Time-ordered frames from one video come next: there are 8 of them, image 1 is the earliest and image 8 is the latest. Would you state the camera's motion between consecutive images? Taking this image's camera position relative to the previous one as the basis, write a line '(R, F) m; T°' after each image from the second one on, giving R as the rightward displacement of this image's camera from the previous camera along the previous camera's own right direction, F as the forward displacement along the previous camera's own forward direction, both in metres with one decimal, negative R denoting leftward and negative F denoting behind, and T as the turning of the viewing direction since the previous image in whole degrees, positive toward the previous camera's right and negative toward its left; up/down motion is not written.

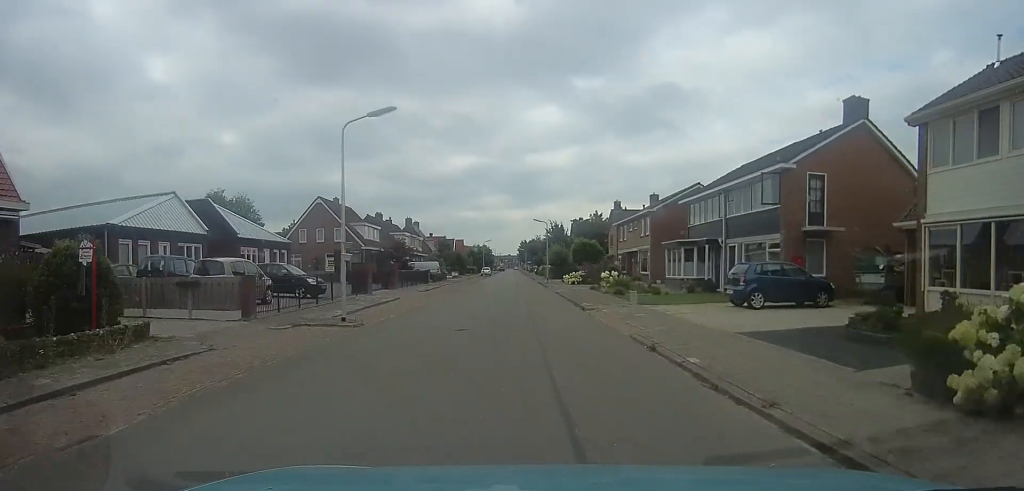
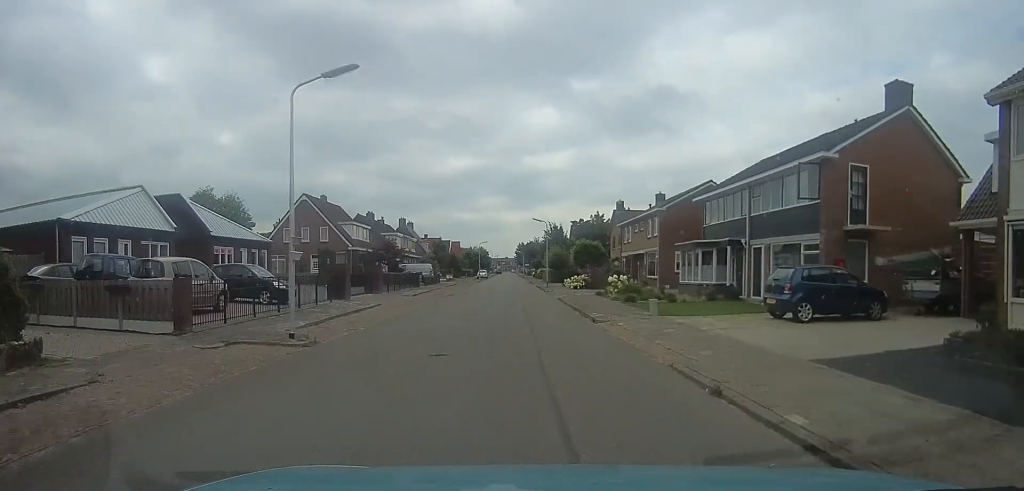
(0.0, +2.9) m; 0°
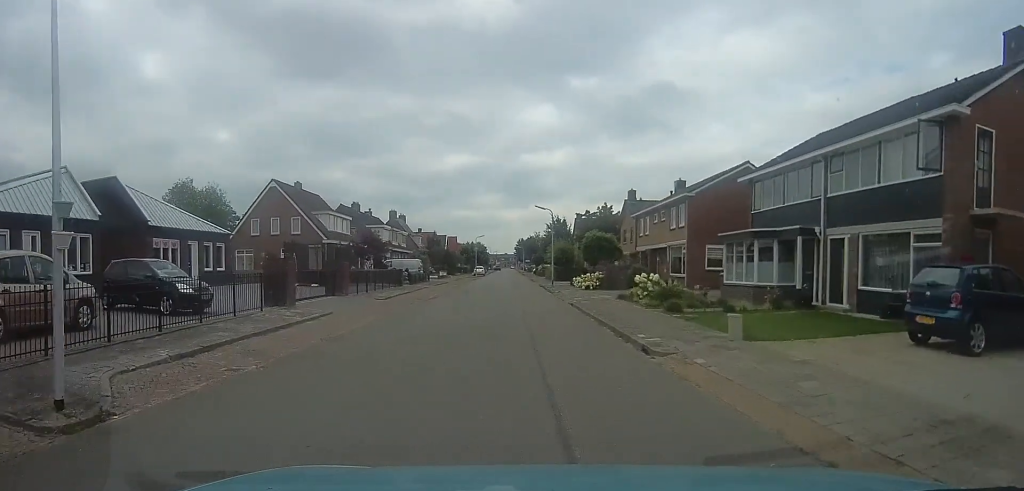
(0.0, +5.6) m; 0°
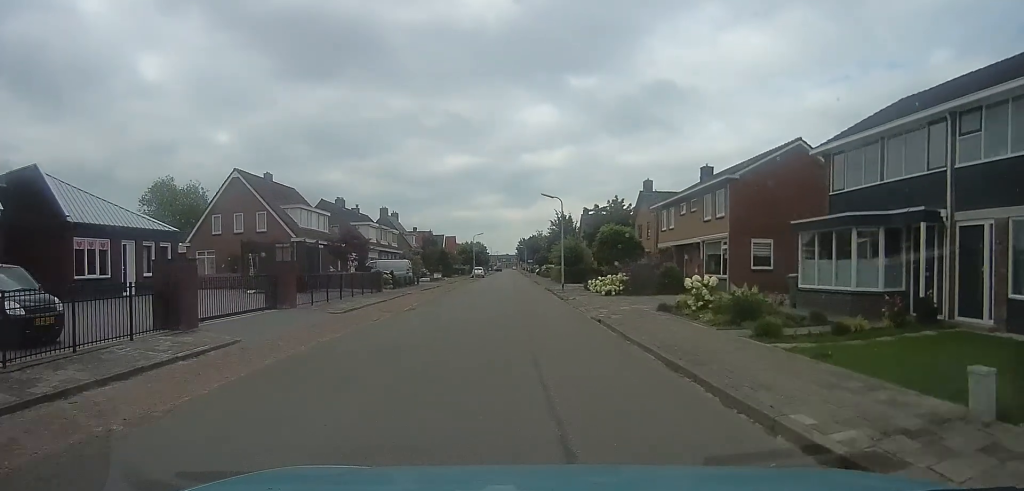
(0.0, +5.6) m; 0°
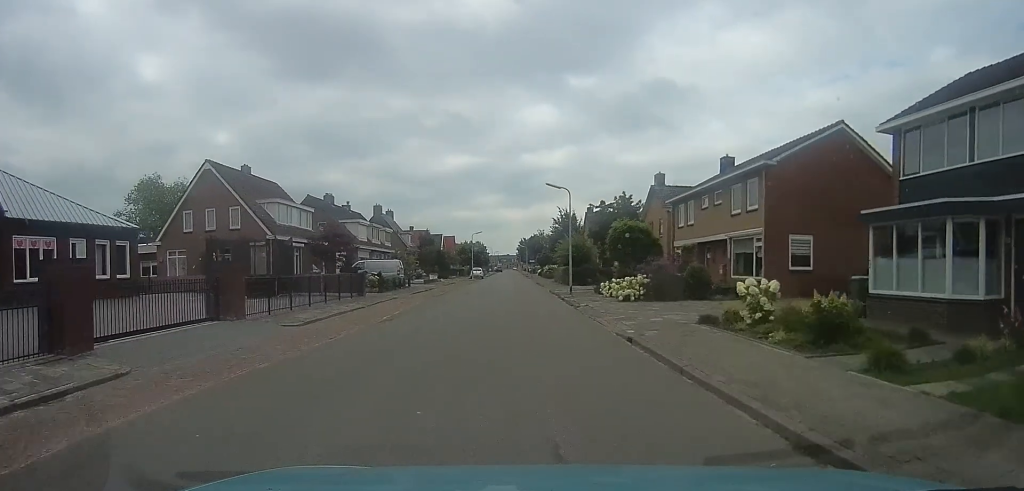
(0.0, +3.4) m; -1°
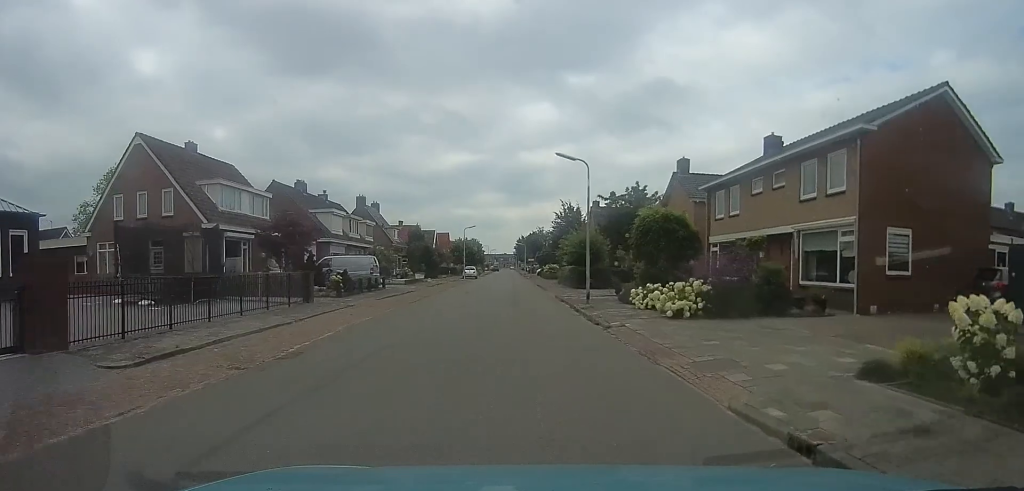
(+0.1, +6.4) m; -5°
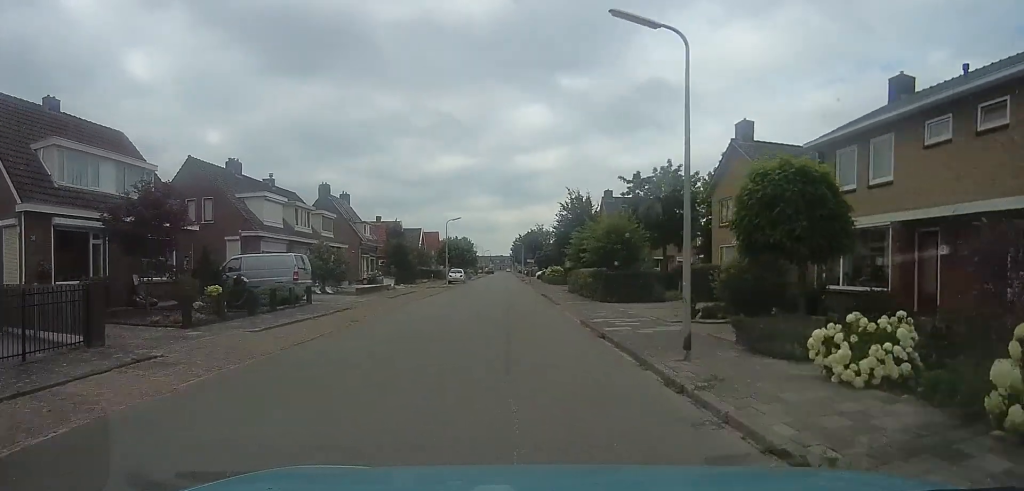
(-0.7, +10.6) m; +1°
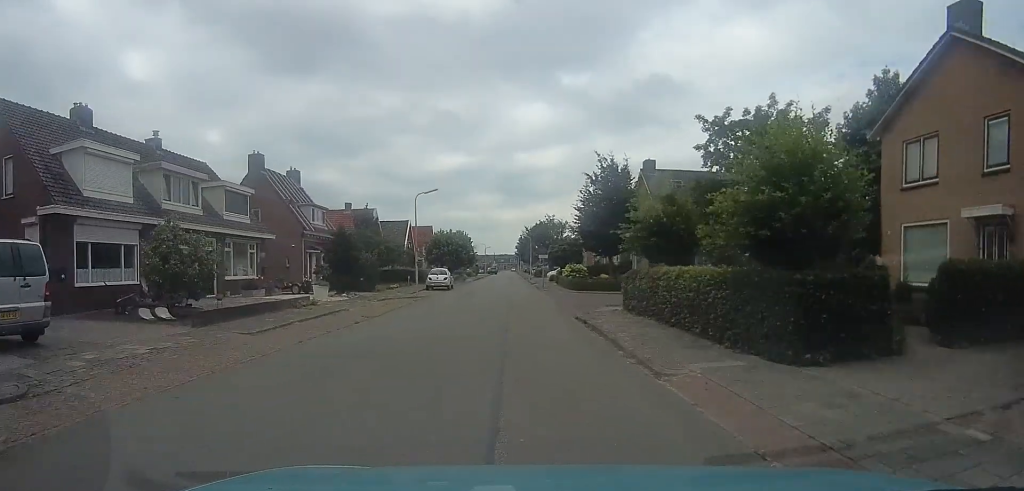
(+1.1, +13.7) m; +5°
